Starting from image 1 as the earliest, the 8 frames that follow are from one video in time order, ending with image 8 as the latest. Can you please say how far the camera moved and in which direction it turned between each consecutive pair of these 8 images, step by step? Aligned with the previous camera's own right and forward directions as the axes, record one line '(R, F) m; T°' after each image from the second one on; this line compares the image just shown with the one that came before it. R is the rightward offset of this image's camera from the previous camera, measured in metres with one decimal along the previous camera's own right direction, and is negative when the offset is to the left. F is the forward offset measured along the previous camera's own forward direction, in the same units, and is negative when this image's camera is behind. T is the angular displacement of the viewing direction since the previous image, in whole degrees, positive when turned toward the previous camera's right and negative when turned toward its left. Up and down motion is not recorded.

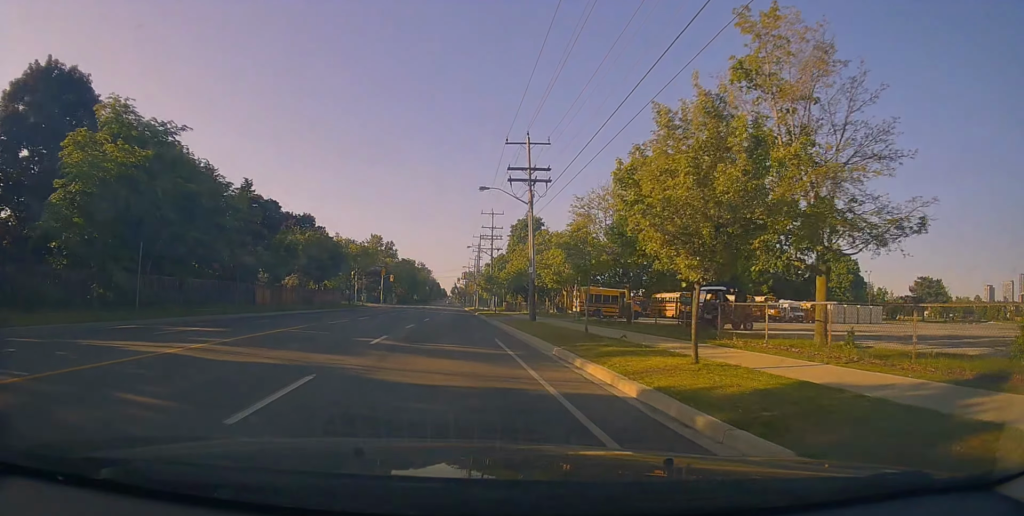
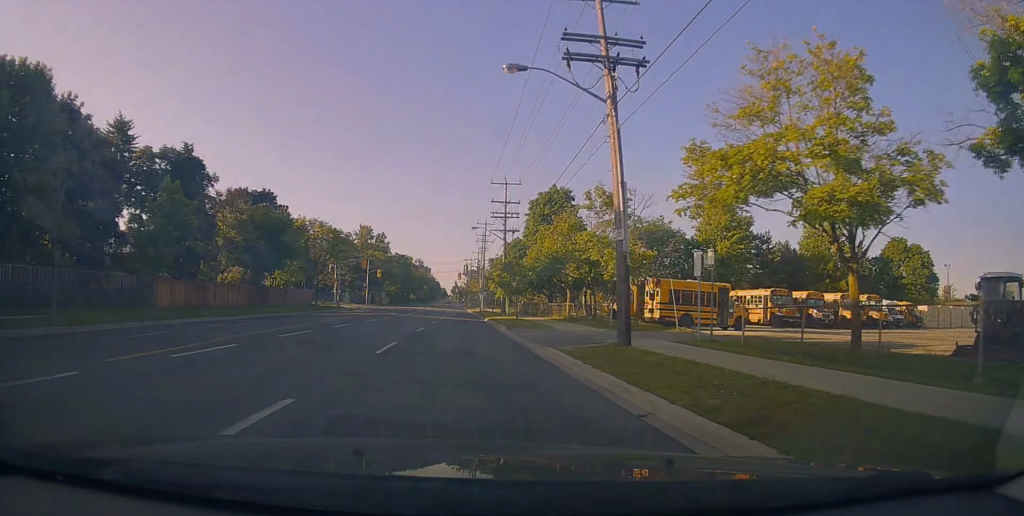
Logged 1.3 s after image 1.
(-0.2, +19.1) m; -2°
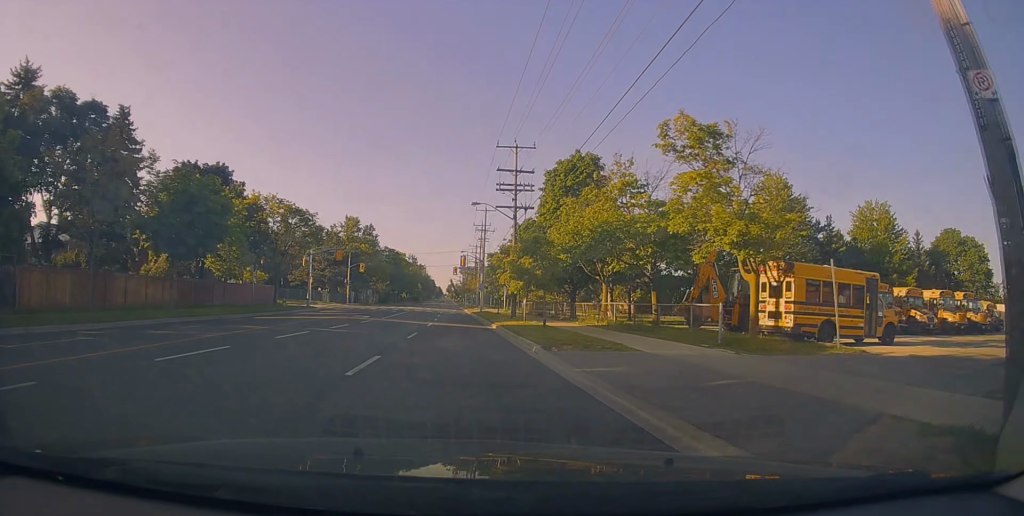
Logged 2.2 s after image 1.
(+0.1, +13.3) m; +1°
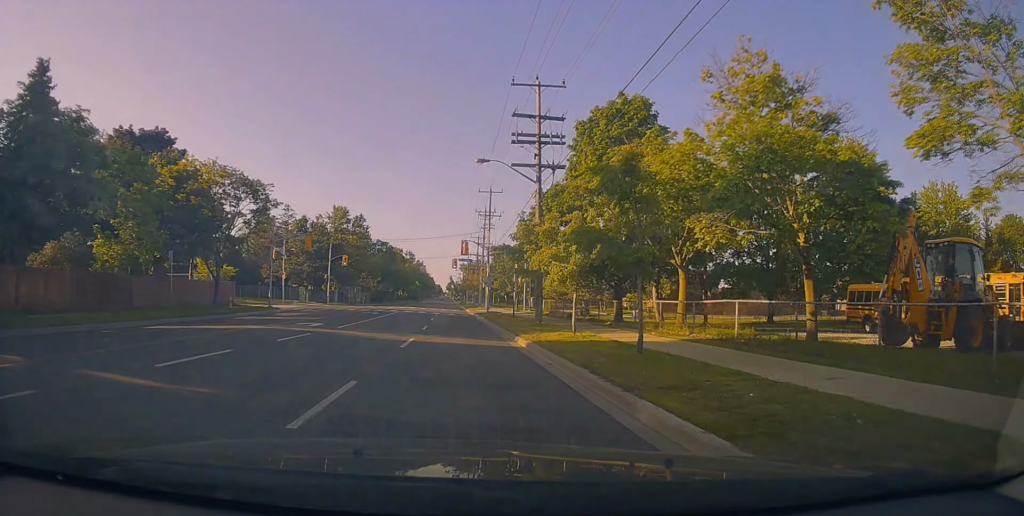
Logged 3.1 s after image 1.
(+0.2, +12.6) m; 0°
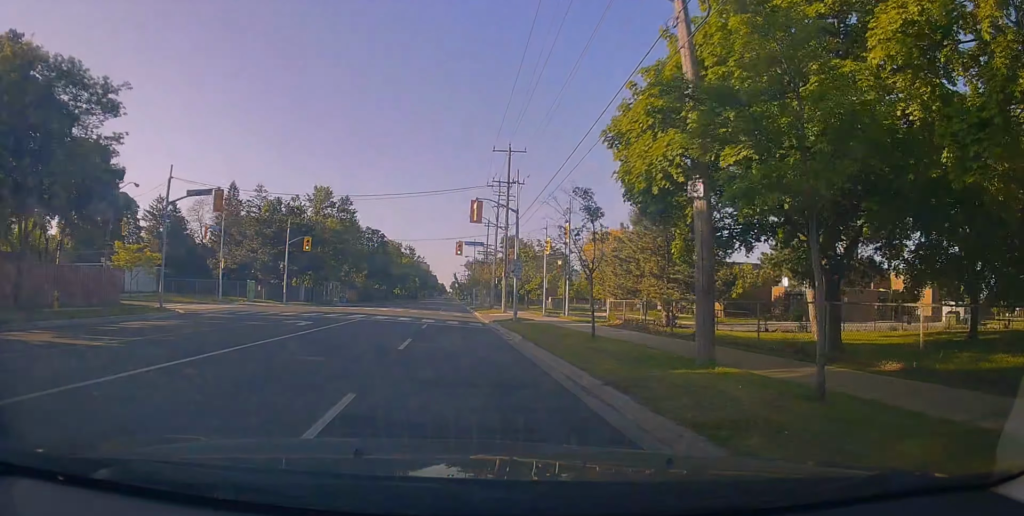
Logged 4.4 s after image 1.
(-0.3, +19.3) m; -1°
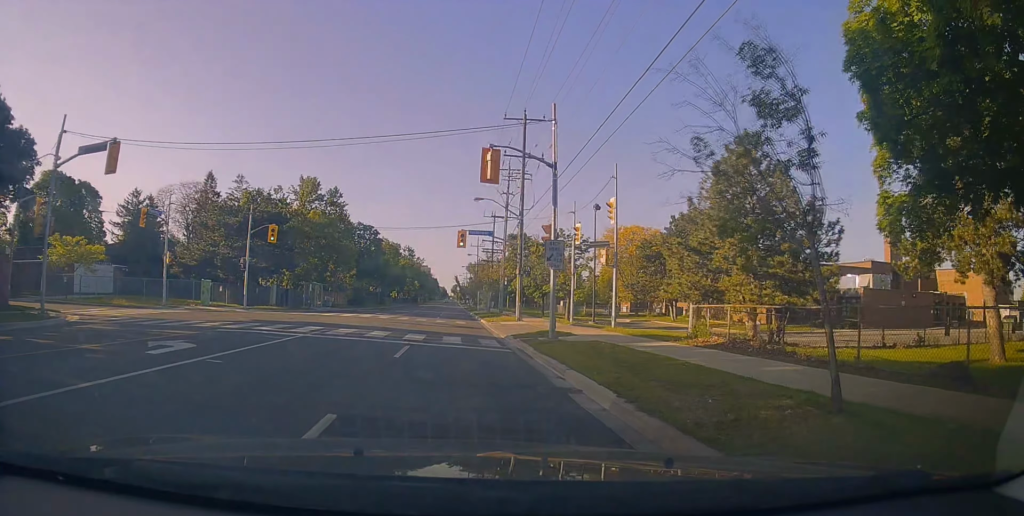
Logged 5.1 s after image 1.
(+0.1, +10.0) m; 0°
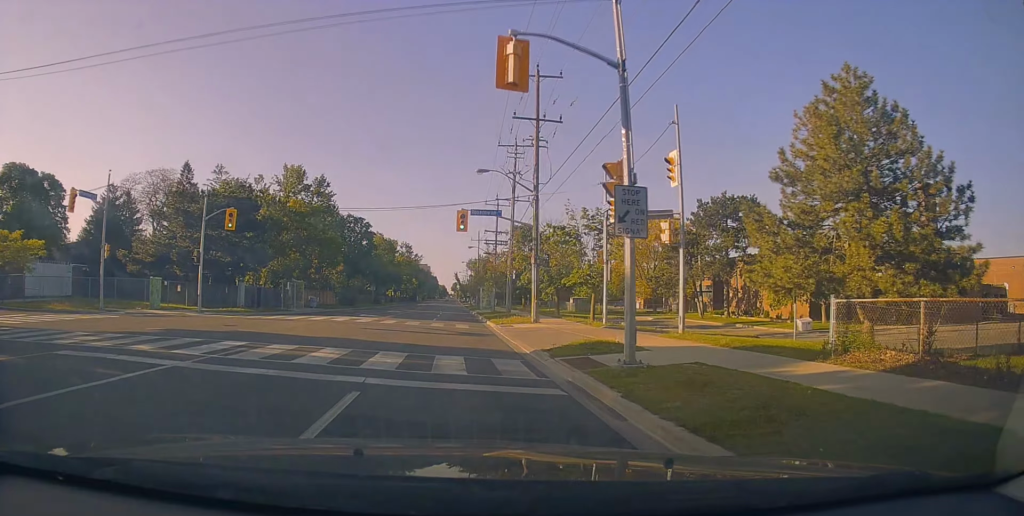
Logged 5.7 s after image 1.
(0.0, +7.6) m; 0°
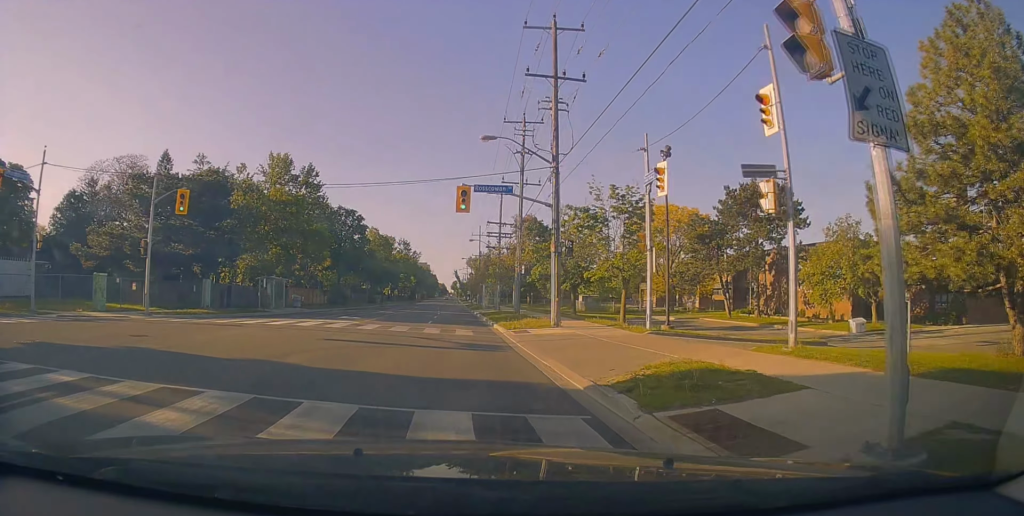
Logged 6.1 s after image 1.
(0.0, +6.2) m; 0°
